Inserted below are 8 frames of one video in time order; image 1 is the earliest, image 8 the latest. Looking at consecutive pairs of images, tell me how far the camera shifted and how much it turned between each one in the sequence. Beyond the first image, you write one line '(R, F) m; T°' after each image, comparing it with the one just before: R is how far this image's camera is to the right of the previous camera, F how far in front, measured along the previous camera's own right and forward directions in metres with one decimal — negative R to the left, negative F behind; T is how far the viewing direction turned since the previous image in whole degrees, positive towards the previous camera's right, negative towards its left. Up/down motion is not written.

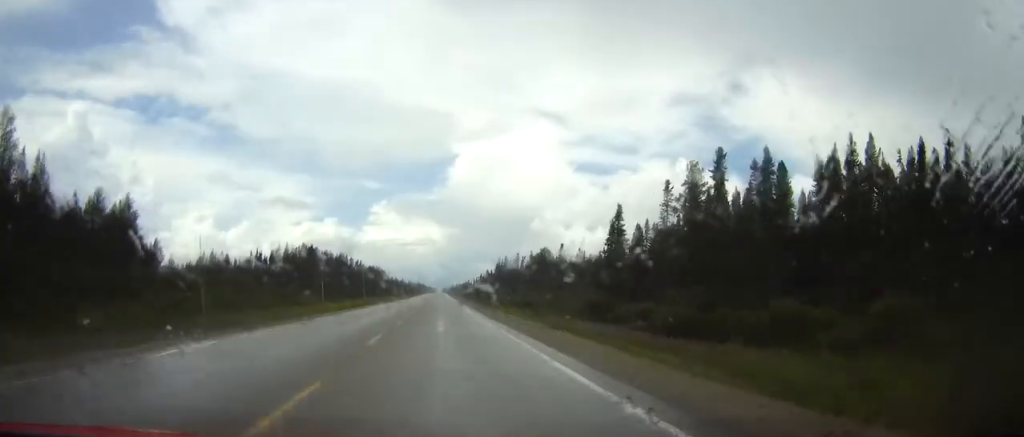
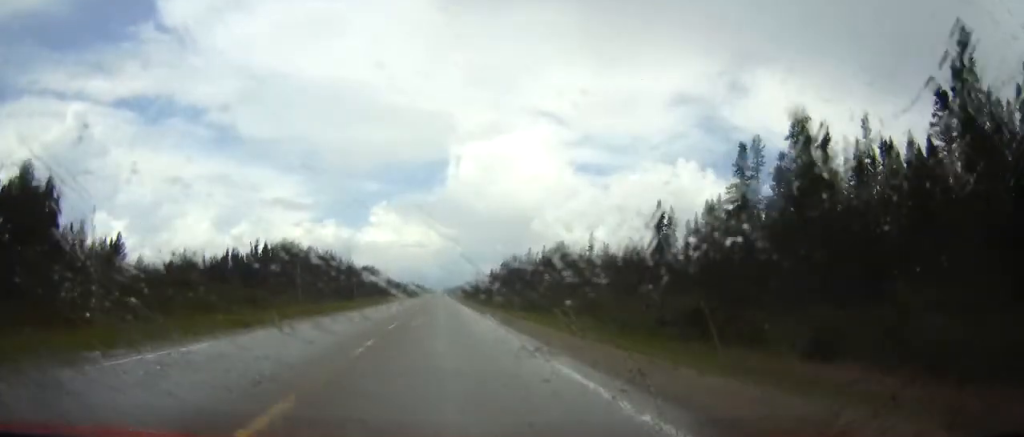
(-0.1, +28.9) m; 0°
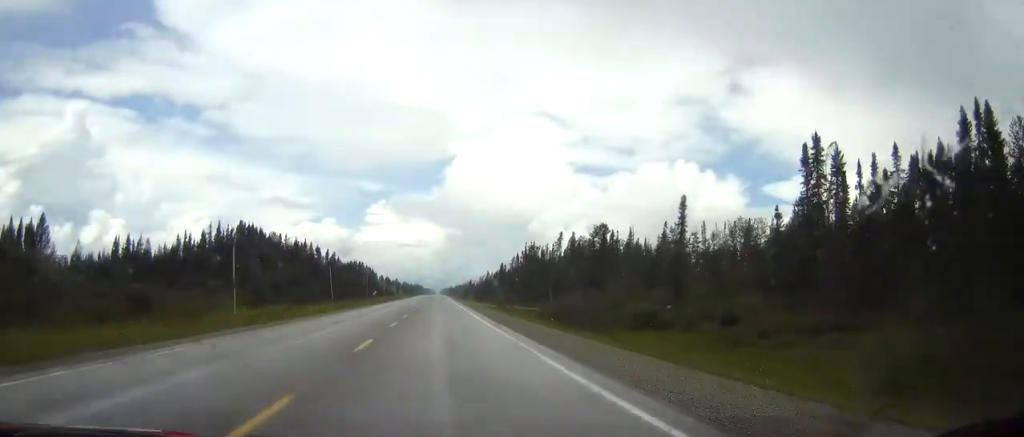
(-0.1, +44.8) m; 0°
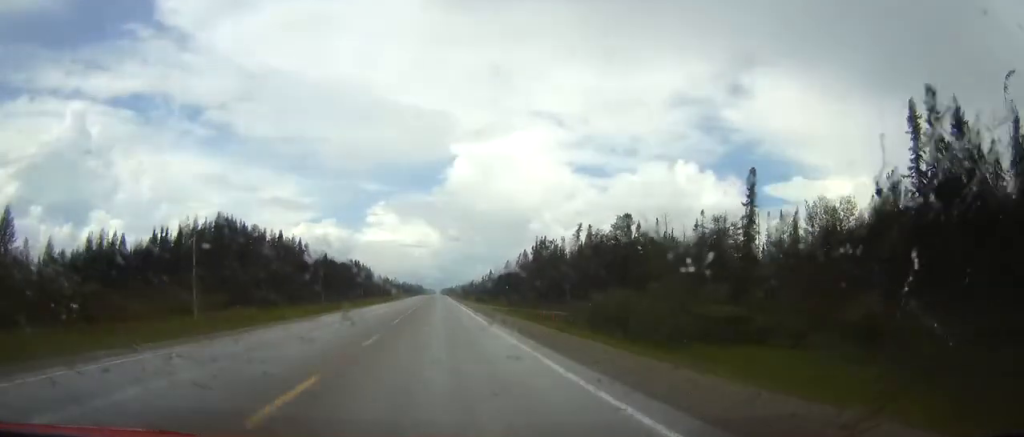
(+0.1, +16.9) m; 0°
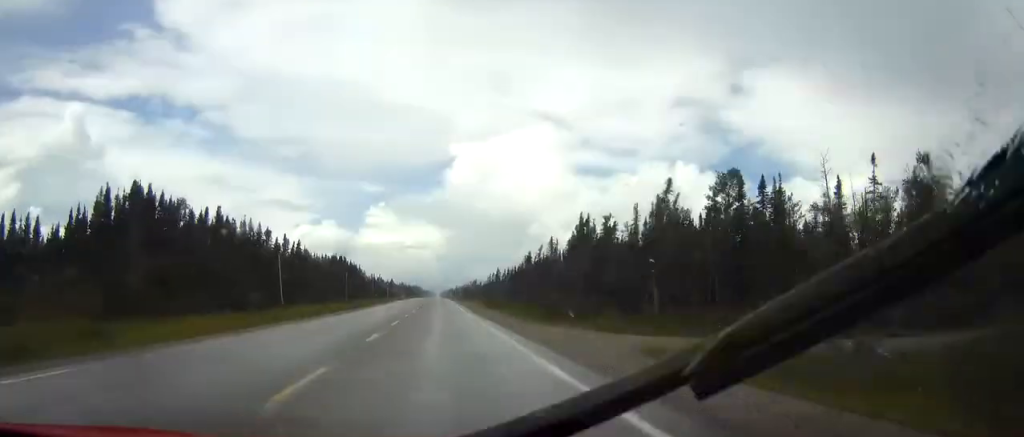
(+0.3, +43.8) m; +1°
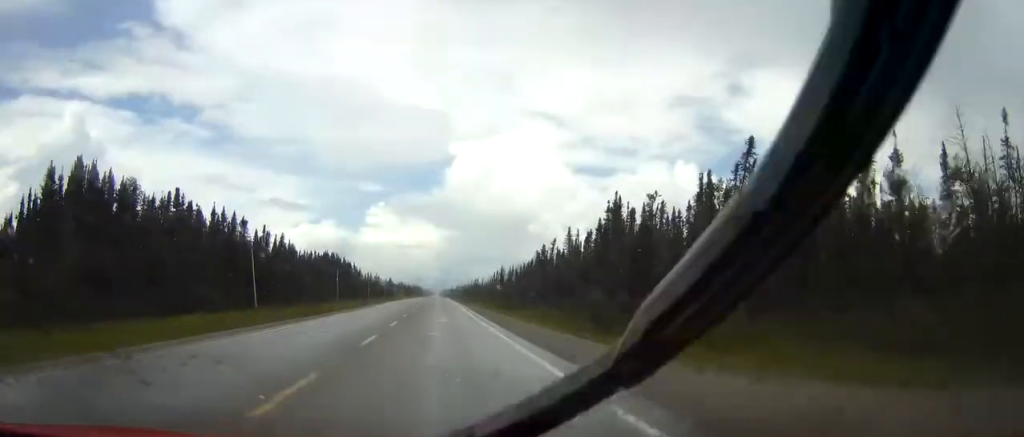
(0.0, +18.9) m; 0°
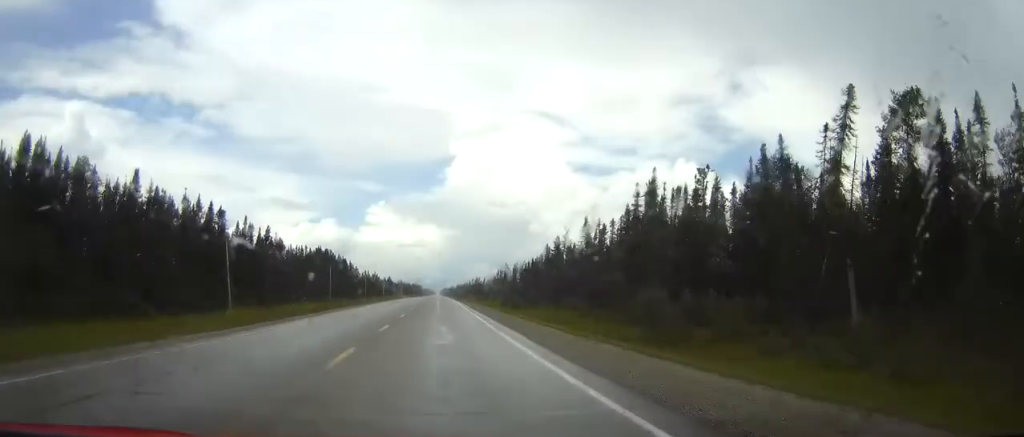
(0.0, +13.9) m; 0°
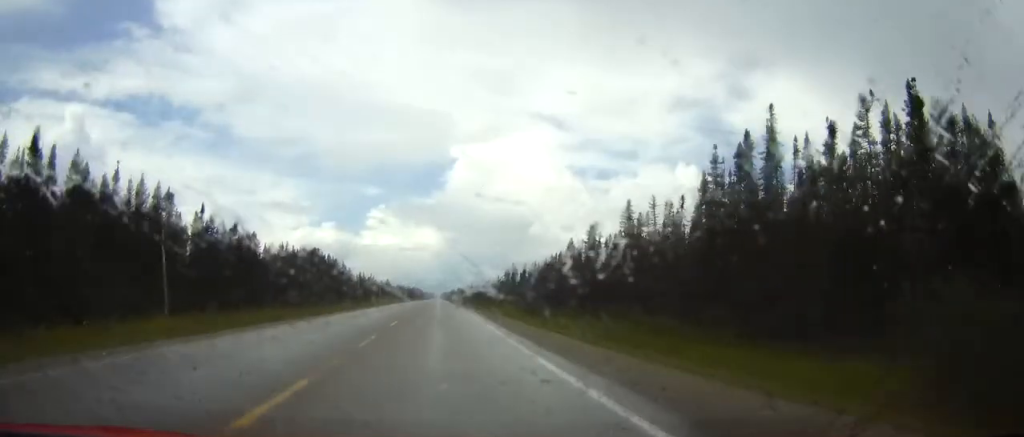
(-0.1, +23.8) m; 0°
